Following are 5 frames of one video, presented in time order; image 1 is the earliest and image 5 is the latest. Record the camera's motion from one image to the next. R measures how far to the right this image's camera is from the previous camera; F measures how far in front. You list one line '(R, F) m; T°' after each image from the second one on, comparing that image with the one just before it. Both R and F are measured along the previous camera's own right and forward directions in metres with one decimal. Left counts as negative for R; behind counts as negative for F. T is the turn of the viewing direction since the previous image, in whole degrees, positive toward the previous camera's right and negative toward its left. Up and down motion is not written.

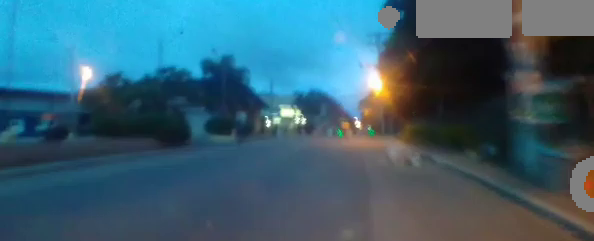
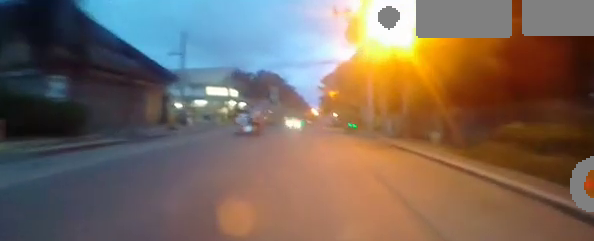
(+1.3, +17.9) m; +1°
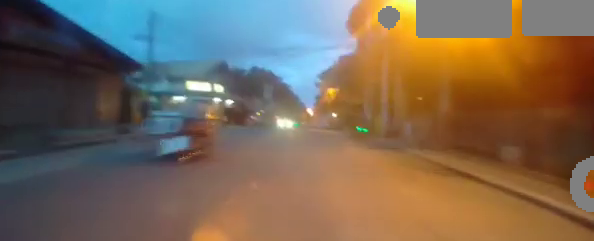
(+0.3, +5.1) m; +1°
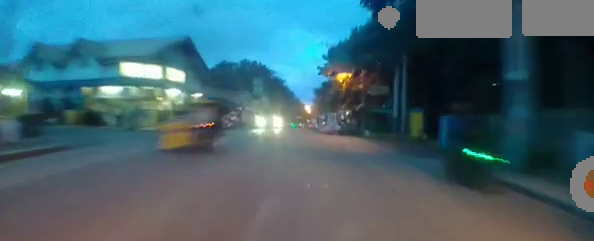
(0.0, +11.8) m; 0°
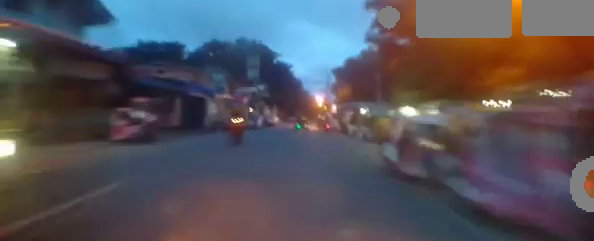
(+0.4, +21.8) m; +4°
